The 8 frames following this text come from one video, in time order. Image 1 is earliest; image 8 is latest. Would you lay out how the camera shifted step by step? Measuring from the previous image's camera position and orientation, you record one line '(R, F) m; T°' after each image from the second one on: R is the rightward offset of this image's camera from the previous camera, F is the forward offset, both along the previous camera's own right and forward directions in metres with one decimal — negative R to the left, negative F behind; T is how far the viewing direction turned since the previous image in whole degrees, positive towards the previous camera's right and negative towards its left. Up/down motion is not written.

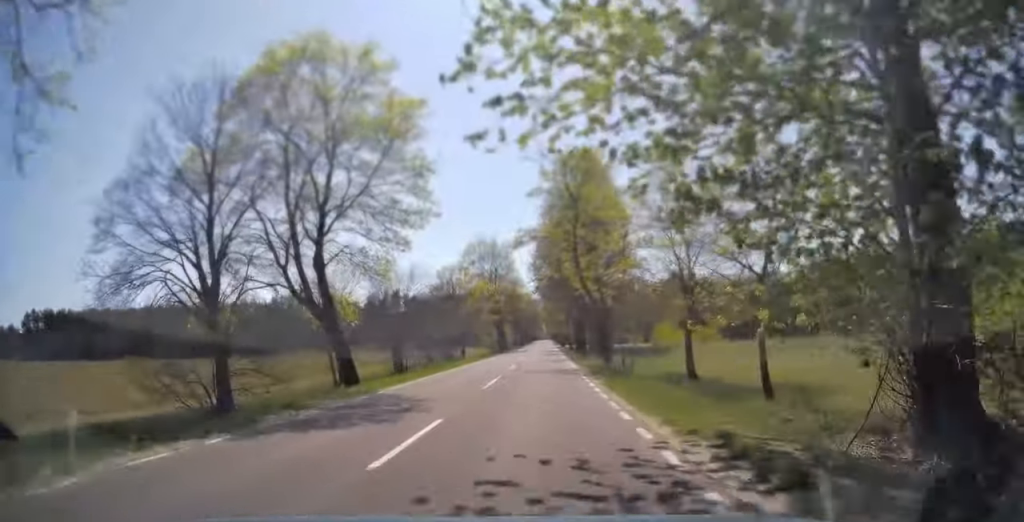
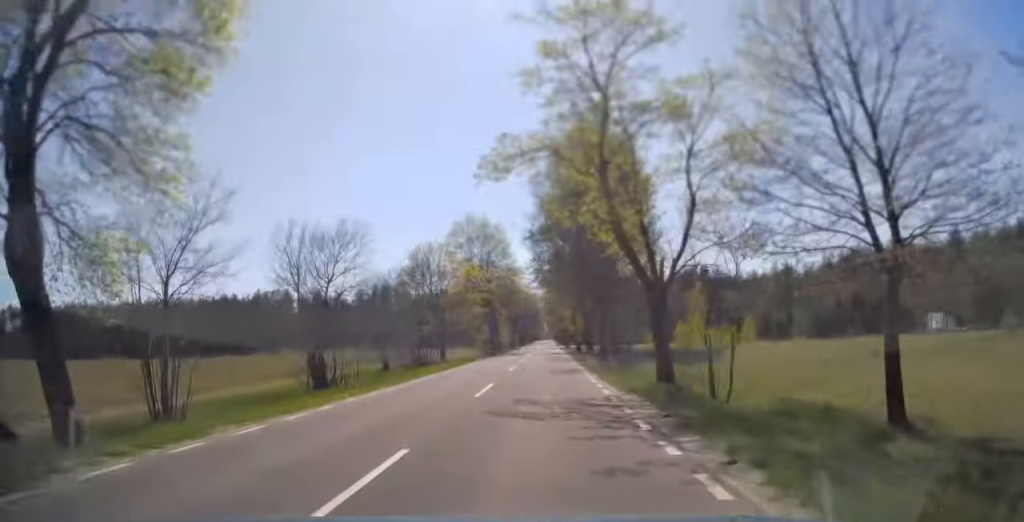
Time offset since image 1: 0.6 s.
(0.0, +14.8) m; -1°
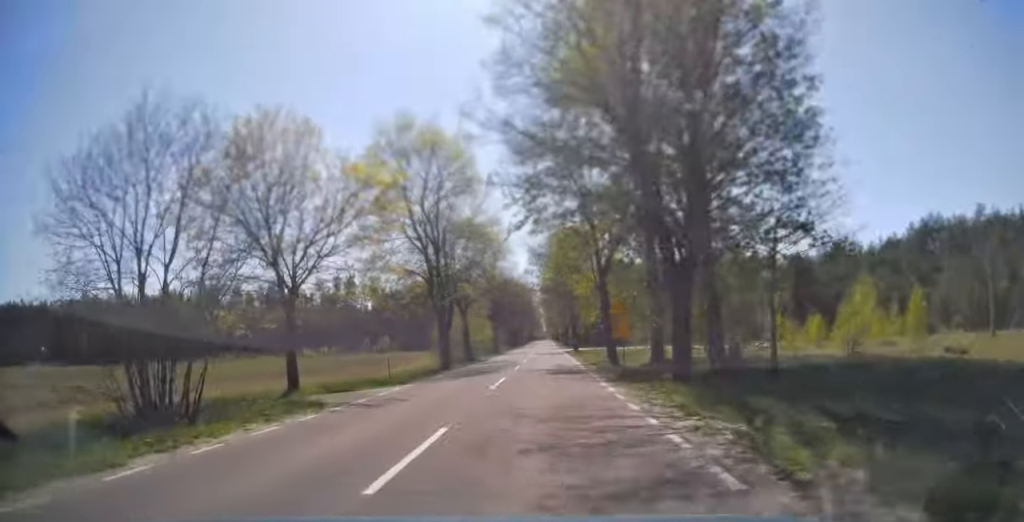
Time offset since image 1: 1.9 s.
(-0.2, +33.0) m; 0°
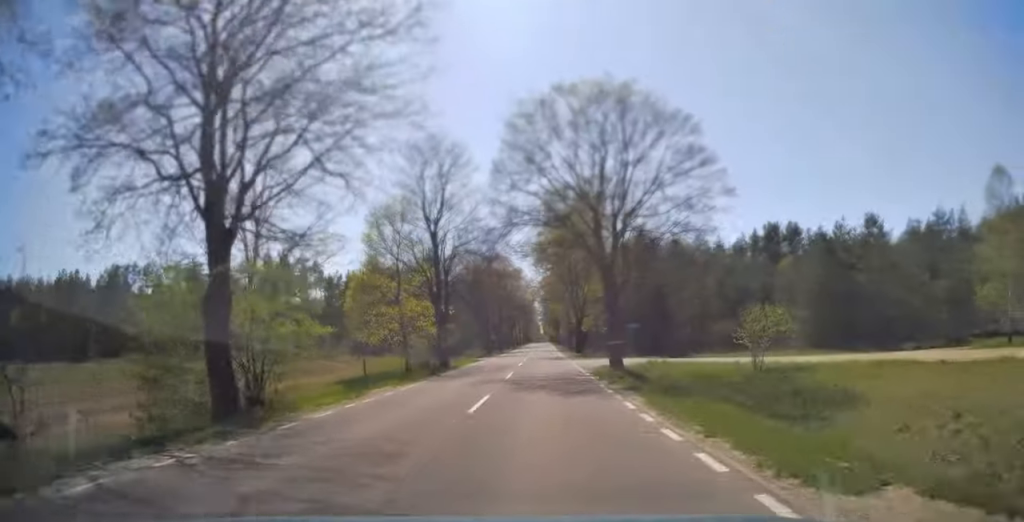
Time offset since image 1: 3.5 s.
(0.0, +40.1) m; 0°
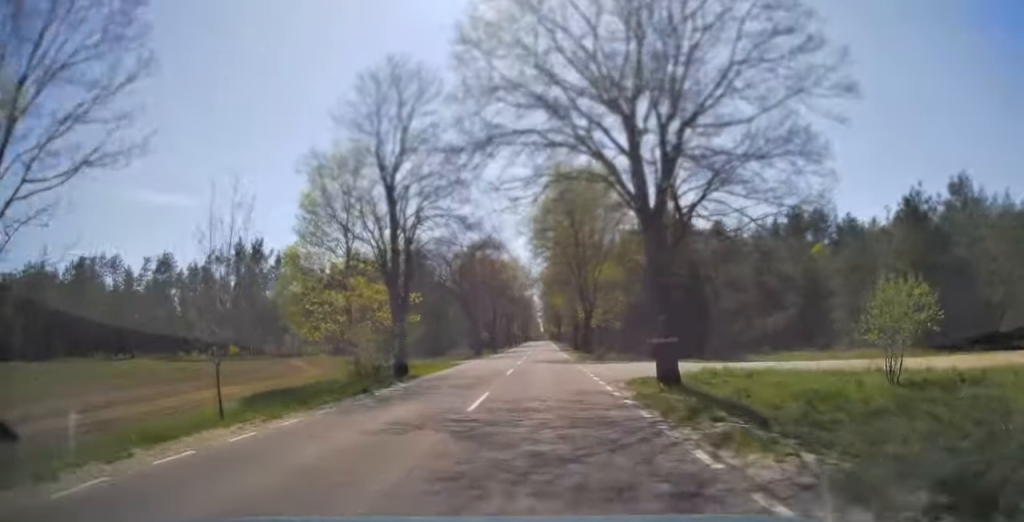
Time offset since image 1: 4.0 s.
(+0.1, +11.7) m; 0°
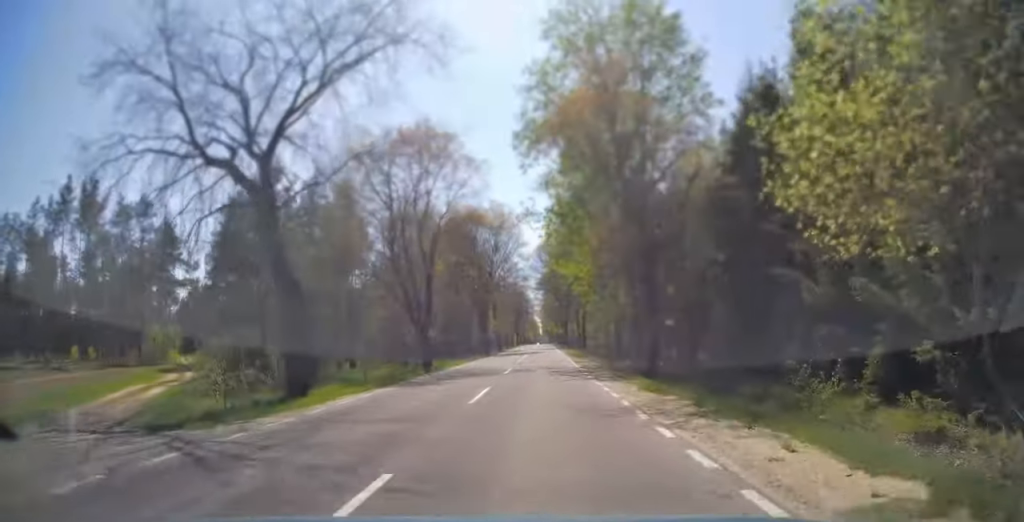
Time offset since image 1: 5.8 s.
(0.0, +44.9) m; 0°
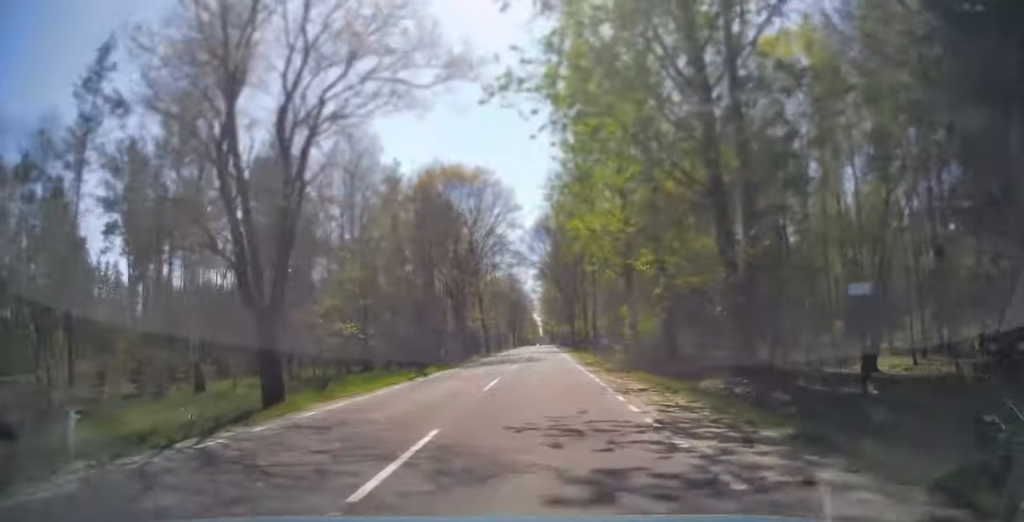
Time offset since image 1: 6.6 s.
(0.0, +20.4) m; 0°
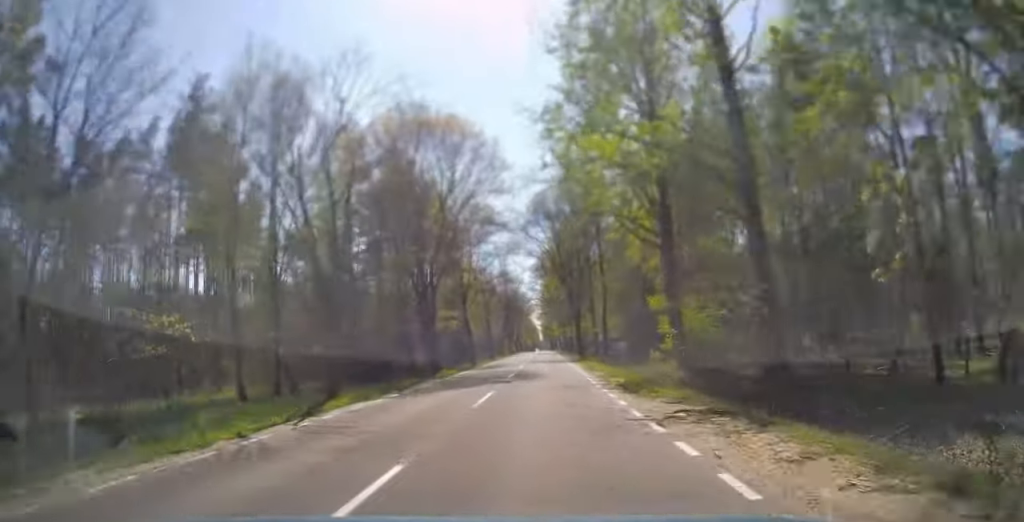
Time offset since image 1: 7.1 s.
(0.0, +14.2) m; 0°
